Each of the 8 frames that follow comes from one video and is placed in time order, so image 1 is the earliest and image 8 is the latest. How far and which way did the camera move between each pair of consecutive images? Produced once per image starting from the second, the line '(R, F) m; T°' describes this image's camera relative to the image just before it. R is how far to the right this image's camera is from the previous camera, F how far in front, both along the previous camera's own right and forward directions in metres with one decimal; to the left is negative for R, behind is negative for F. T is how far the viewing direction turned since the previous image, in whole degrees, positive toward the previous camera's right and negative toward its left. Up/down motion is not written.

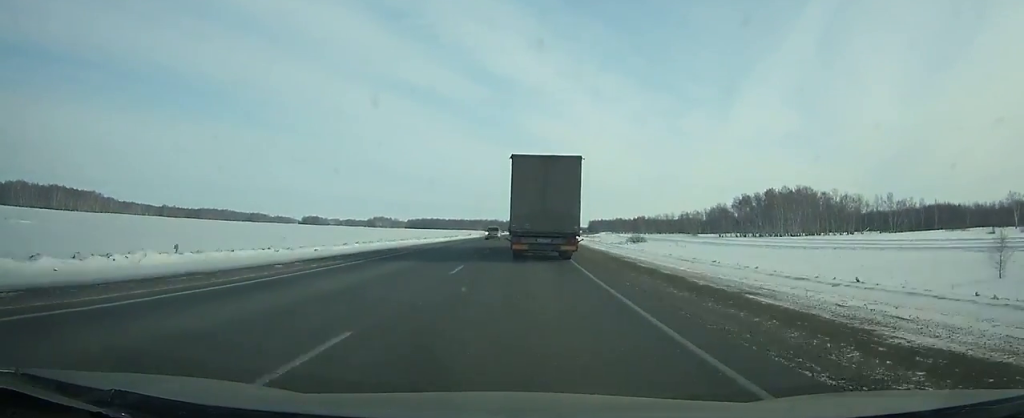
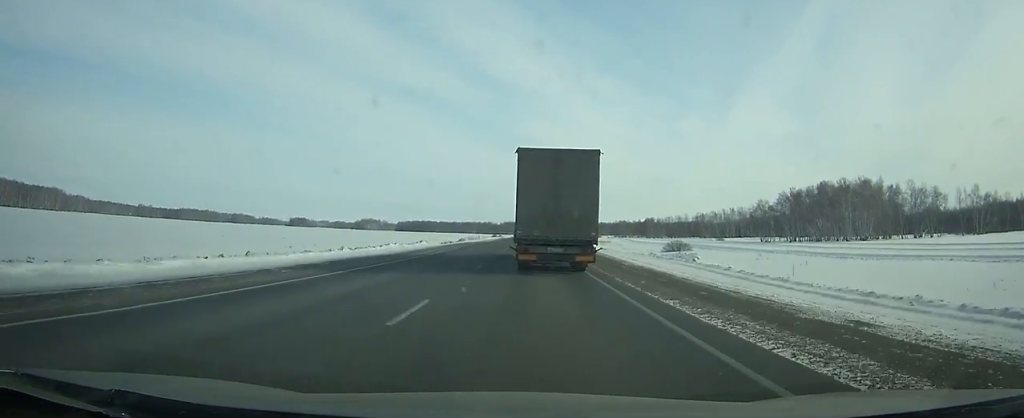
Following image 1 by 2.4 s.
(+0.3, +56.0) m; +1°
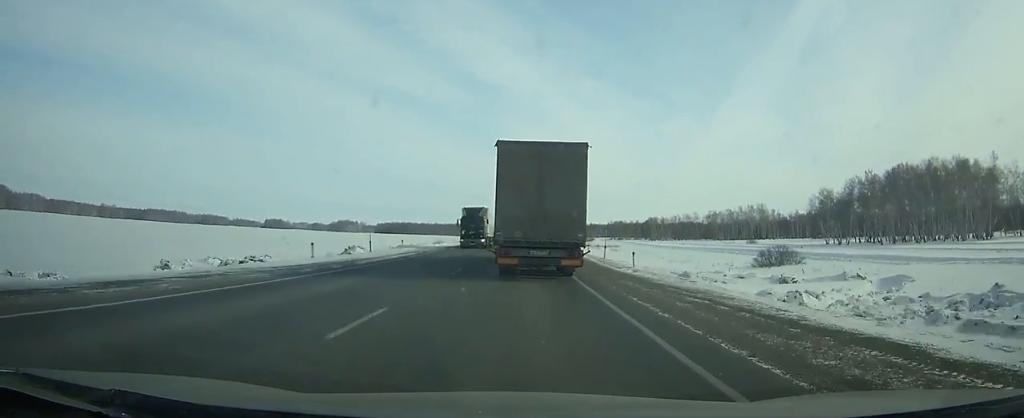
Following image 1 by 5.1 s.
(+0.5, +60.3) m; +1°
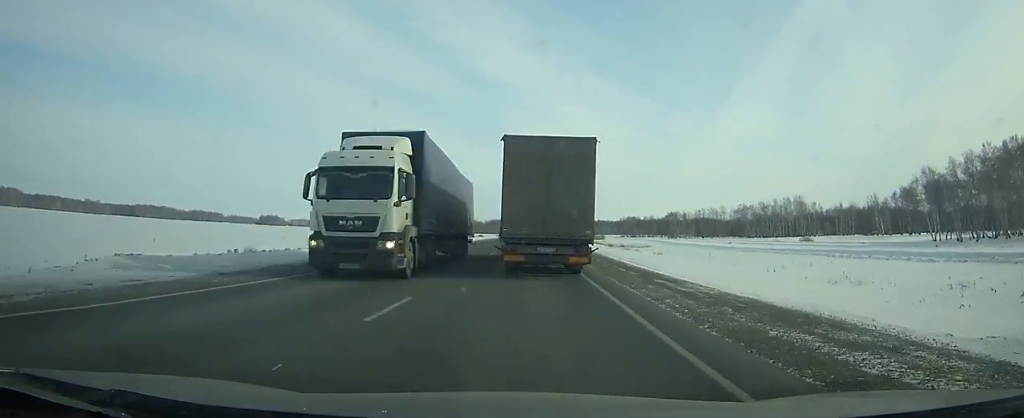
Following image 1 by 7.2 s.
(+0.2, +45.2) m; 0°
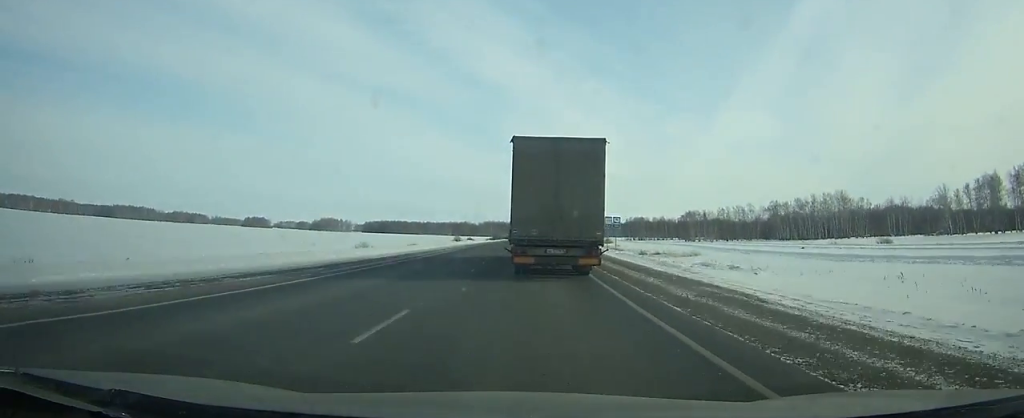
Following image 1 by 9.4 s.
(-0.2, +46.1) m; 0°
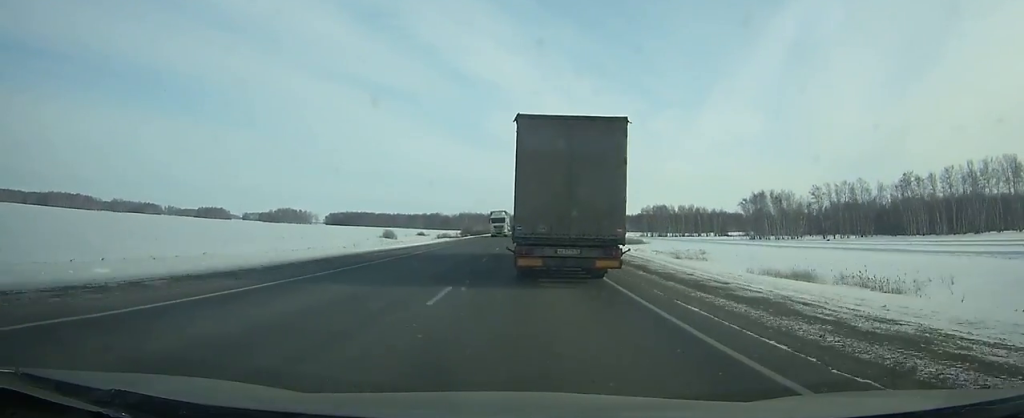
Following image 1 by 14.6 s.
(+1.7, +111.9) m; +1°
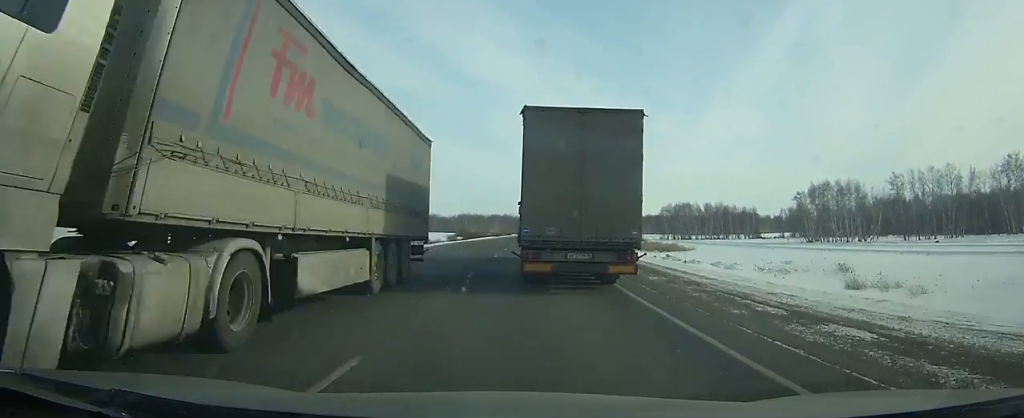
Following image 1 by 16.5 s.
(+0.1, +44.6) m; 0°
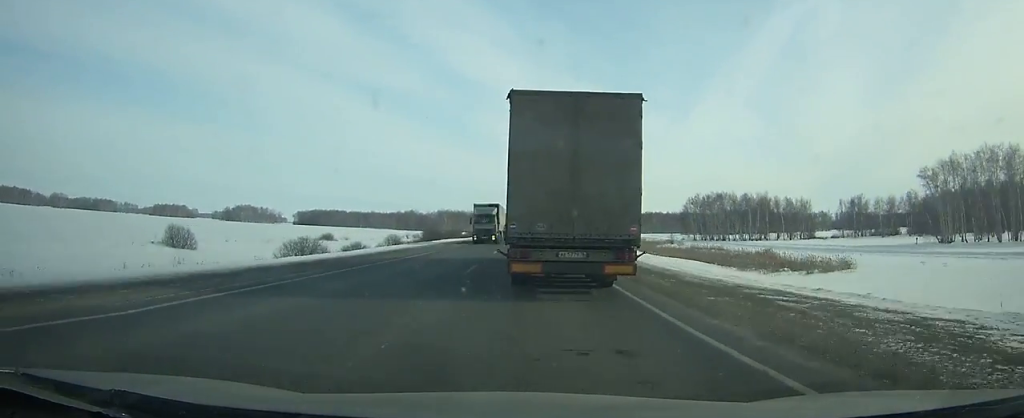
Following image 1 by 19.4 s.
(+0.3, +69.5) m; +1°
